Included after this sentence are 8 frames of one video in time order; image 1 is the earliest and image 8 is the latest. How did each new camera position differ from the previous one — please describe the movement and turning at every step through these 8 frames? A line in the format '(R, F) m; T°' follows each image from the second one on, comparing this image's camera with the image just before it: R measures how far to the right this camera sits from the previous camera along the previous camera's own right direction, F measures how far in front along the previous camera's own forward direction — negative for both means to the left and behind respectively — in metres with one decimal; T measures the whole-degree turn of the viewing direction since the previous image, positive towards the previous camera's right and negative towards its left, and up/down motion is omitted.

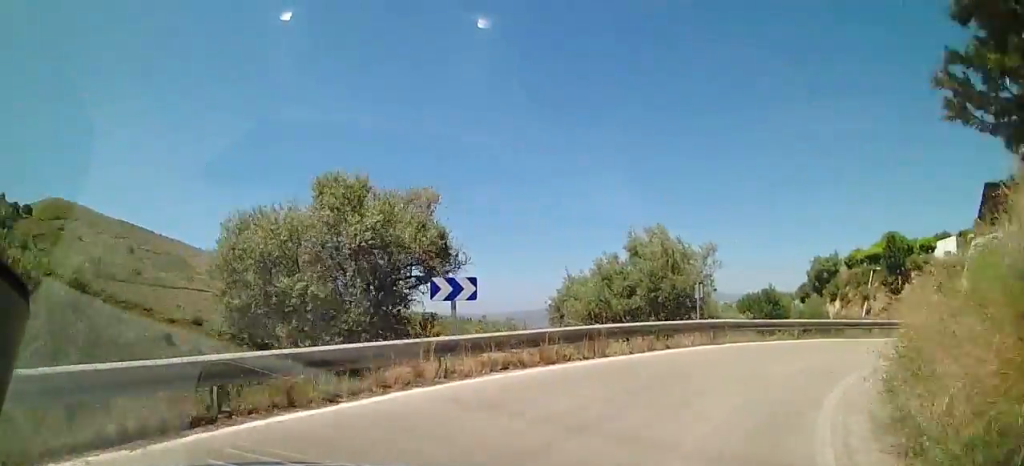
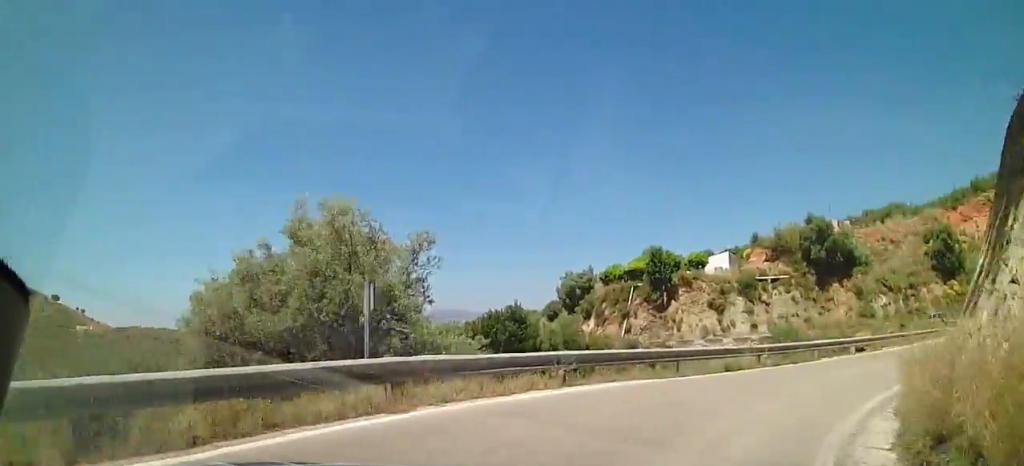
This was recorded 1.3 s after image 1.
(+1.5, +8.1) m; +22°
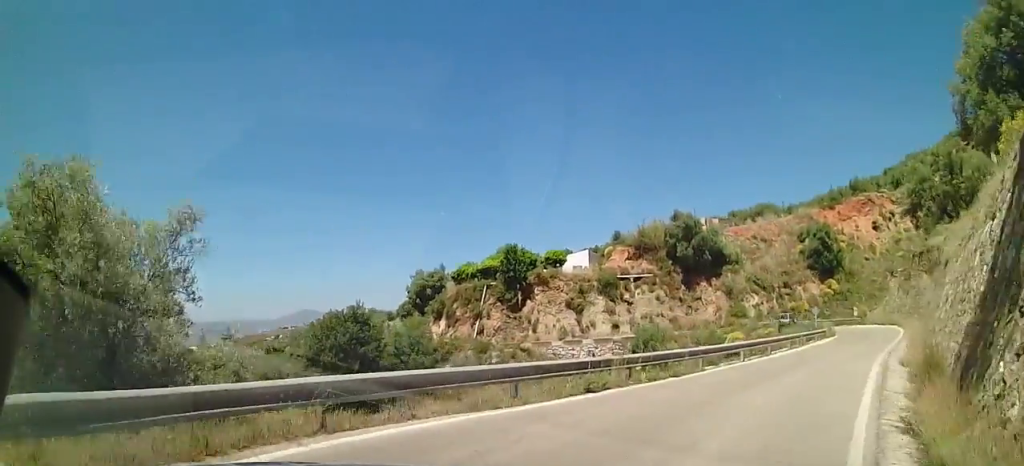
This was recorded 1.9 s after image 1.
(+0.5, +4.0) m; +14°
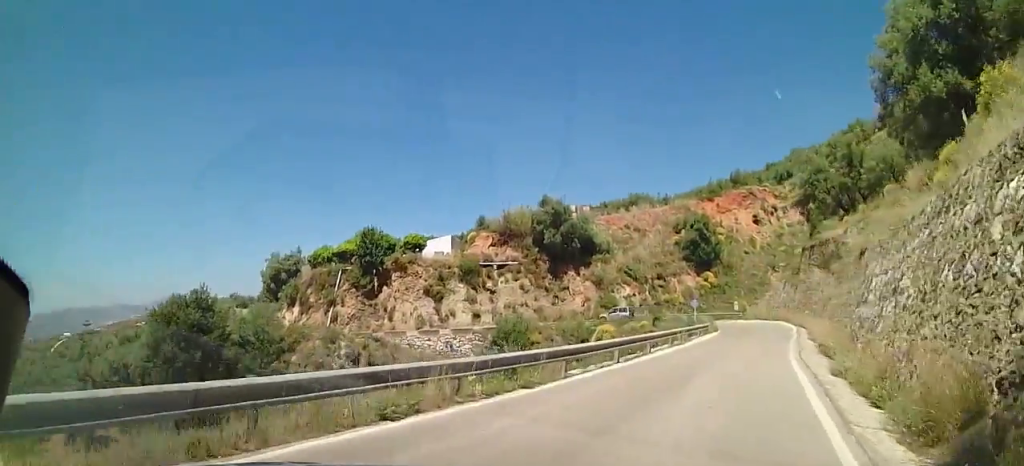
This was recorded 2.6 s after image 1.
(+0.2, +3.7) m; +15°
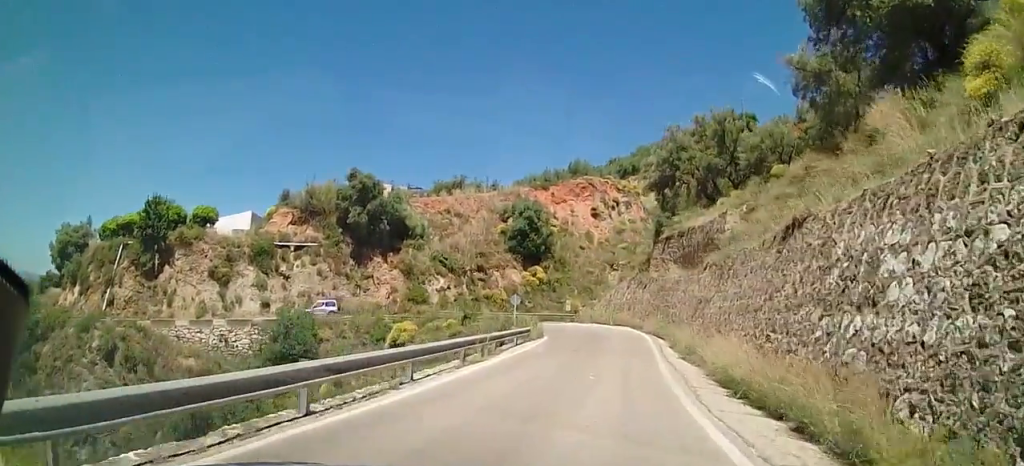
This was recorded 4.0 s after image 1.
(+2.1, +8.2) m; +18°
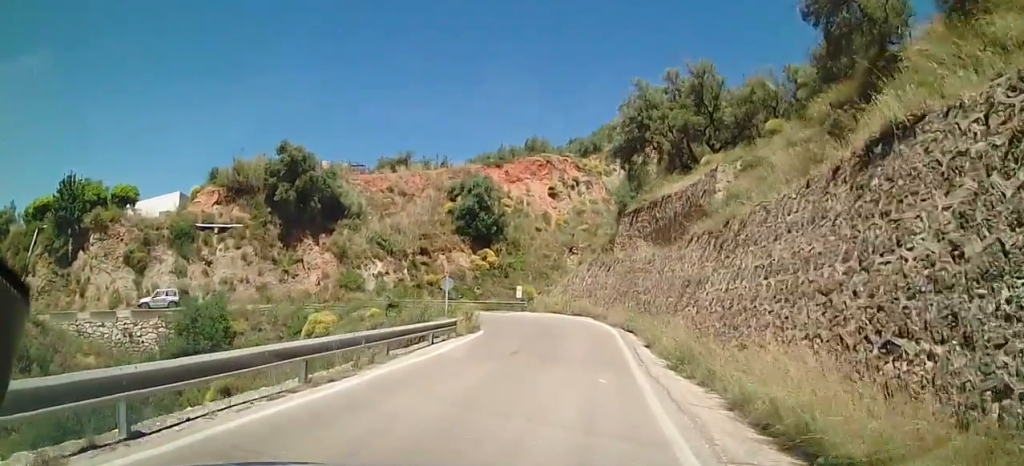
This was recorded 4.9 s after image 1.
(+0.2, +6.0) m; +2°
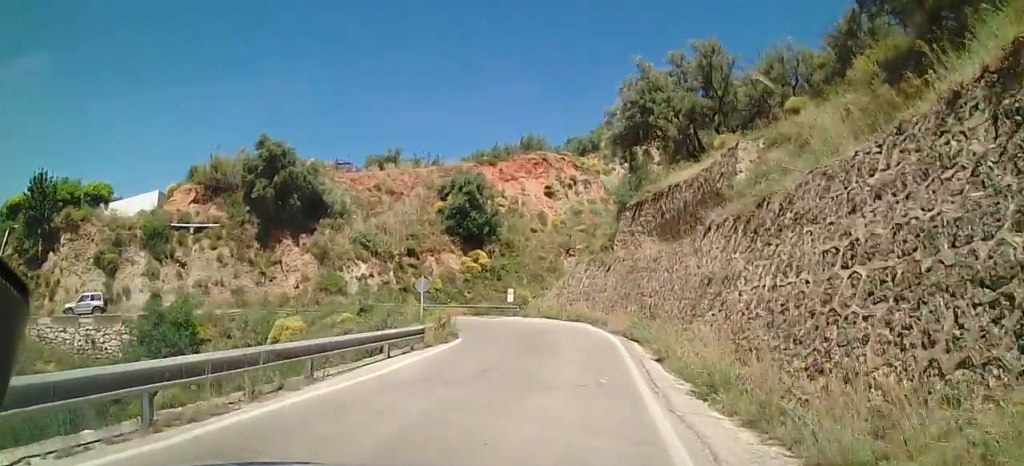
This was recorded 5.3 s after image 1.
(0.0, +3.3) m; 0°
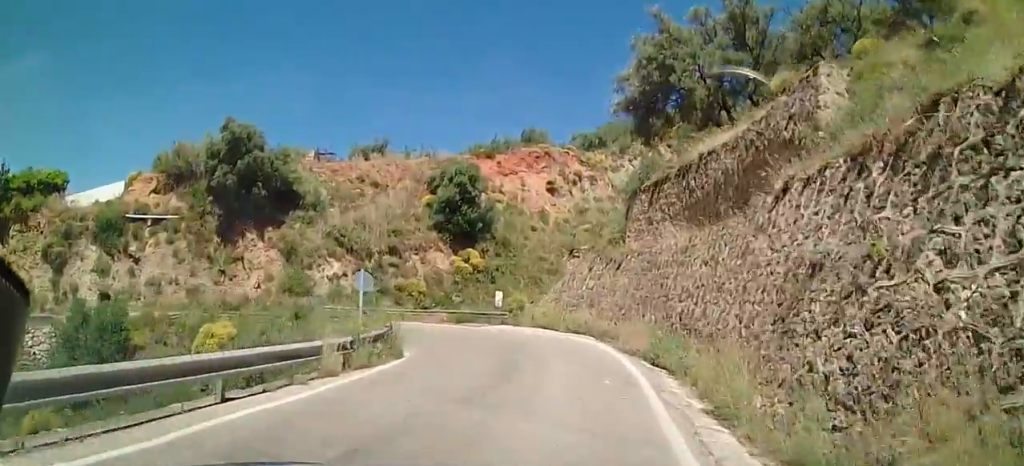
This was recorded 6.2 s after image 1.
(0.0, +6.1) m; -2°
